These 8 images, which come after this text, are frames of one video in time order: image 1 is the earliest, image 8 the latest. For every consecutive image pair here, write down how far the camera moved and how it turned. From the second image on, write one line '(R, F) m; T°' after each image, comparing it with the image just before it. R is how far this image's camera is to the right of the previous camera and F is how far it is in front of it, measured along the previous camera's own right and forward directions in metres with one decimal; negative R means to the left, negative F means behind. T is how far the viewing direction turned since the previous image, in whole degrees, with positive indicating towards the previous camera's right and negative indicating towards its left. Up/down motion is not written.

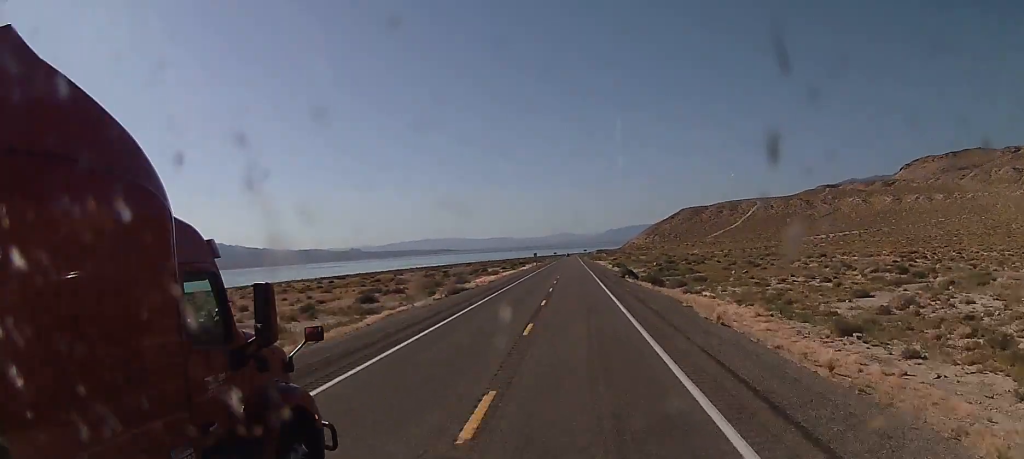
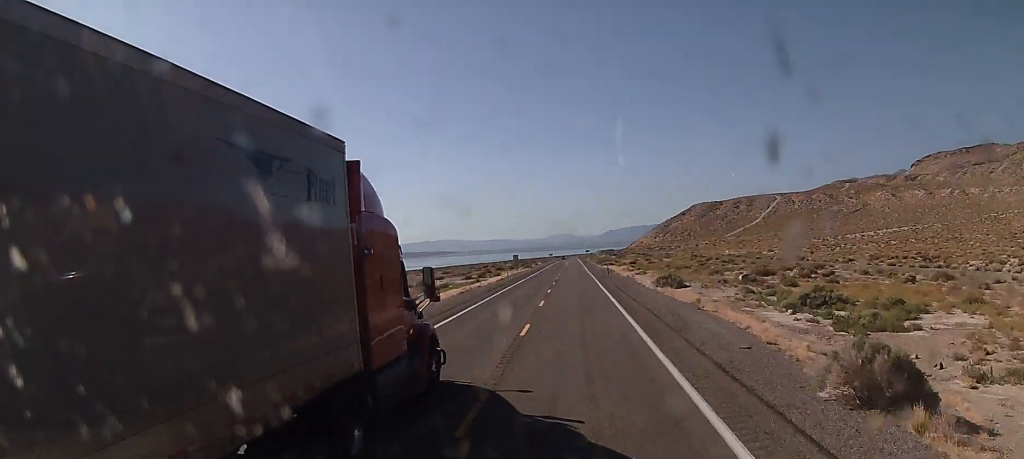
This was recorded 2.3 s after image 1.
(-0.2, +61.1) m; -1°
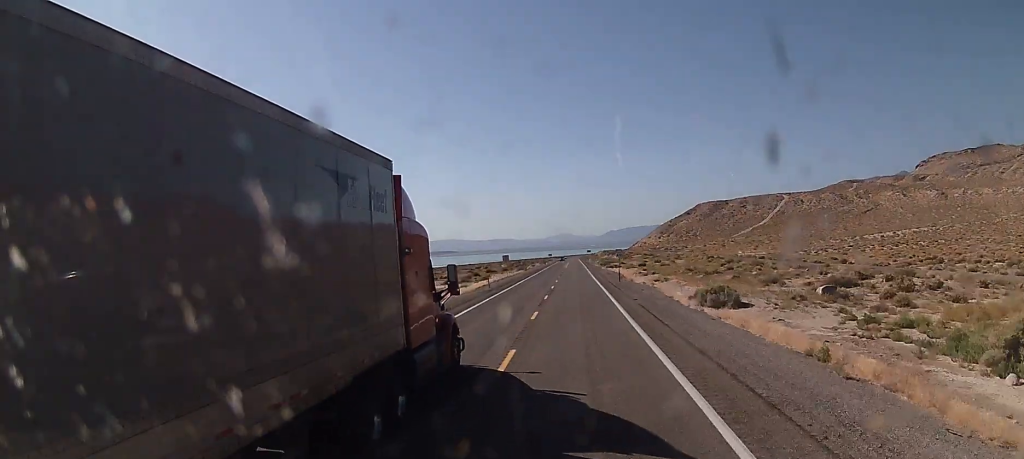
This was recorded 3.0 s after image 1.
(-0.2, +18.8) m; +1°
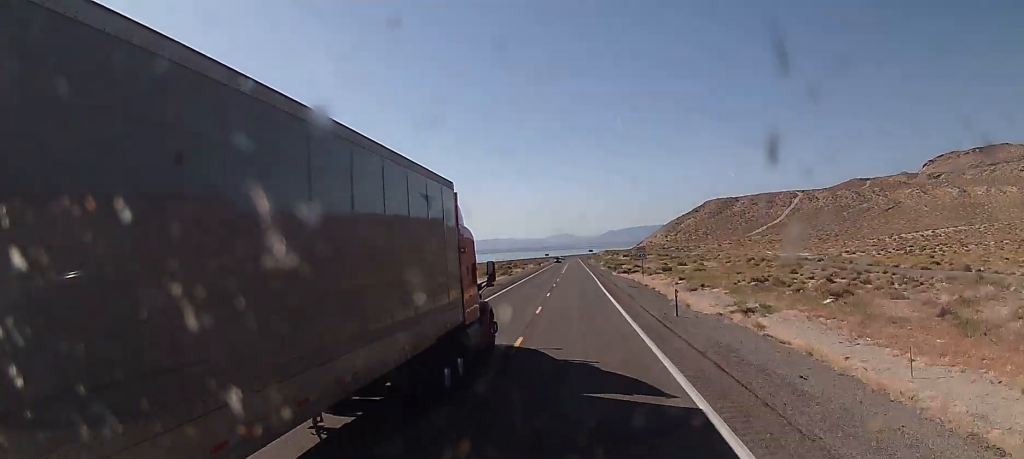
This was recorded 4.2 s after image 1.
(+0.7, +34.0) m; +1°
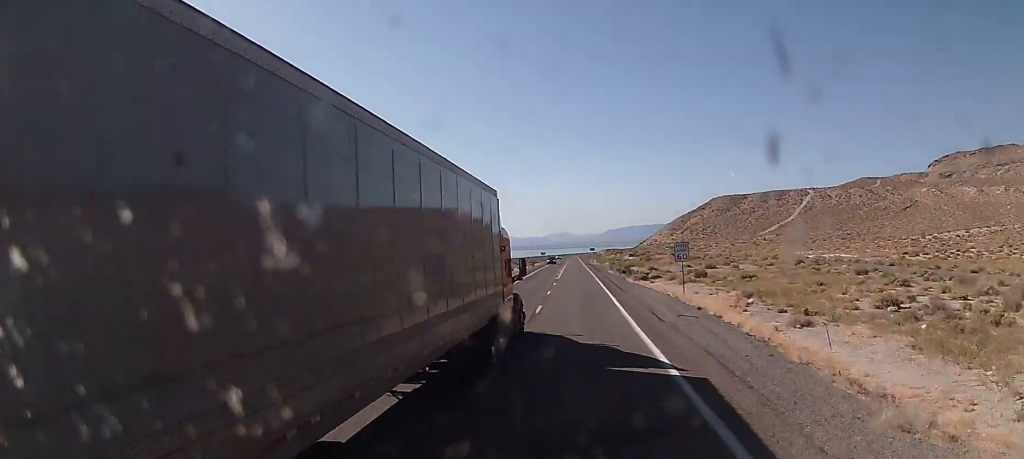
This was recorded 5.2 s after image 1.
(0.0, +25.1) m; -1°
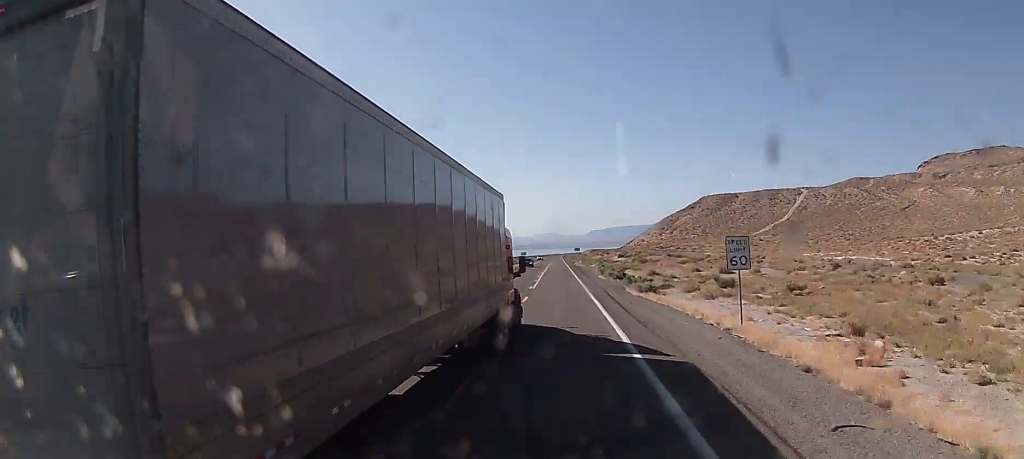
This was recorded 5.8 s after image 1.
(-0.2, +17.9) m; -1°
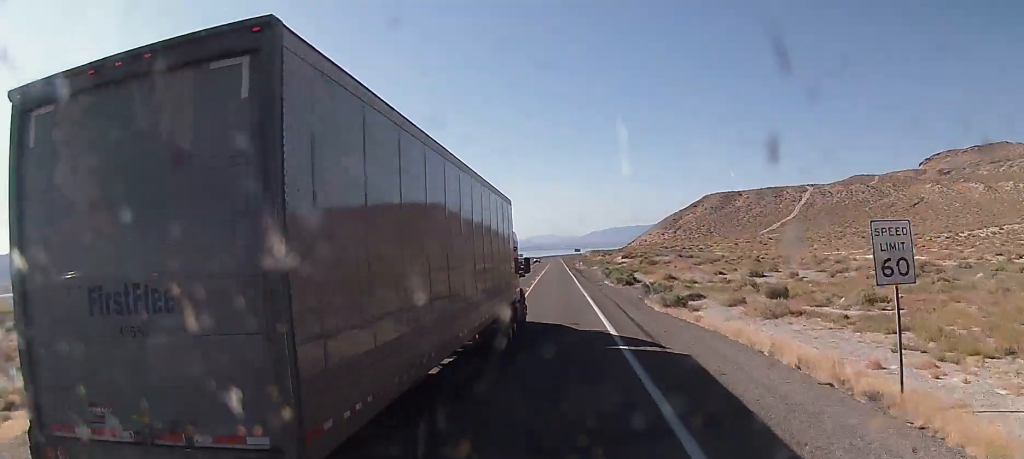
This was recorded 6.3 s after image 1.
(-0.1, +12.2) m; 0°
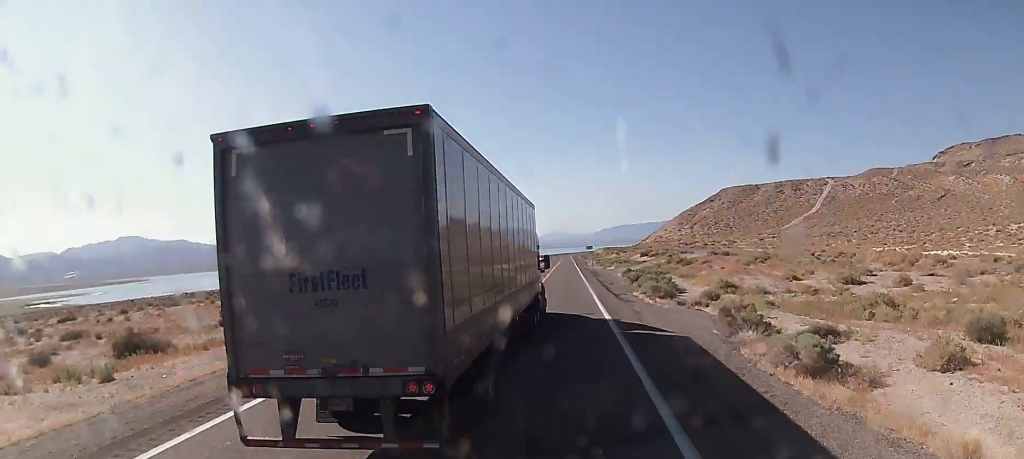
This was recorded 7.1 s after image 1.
(-0.3, +19.7) m; 0°
